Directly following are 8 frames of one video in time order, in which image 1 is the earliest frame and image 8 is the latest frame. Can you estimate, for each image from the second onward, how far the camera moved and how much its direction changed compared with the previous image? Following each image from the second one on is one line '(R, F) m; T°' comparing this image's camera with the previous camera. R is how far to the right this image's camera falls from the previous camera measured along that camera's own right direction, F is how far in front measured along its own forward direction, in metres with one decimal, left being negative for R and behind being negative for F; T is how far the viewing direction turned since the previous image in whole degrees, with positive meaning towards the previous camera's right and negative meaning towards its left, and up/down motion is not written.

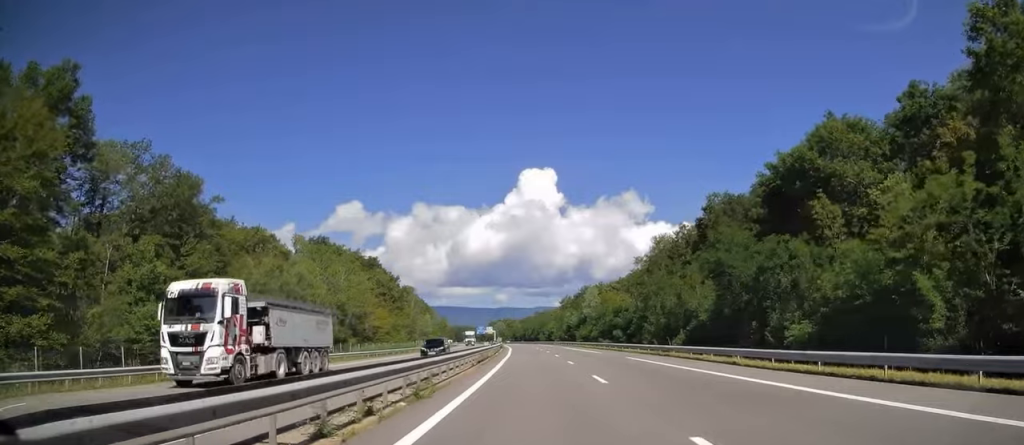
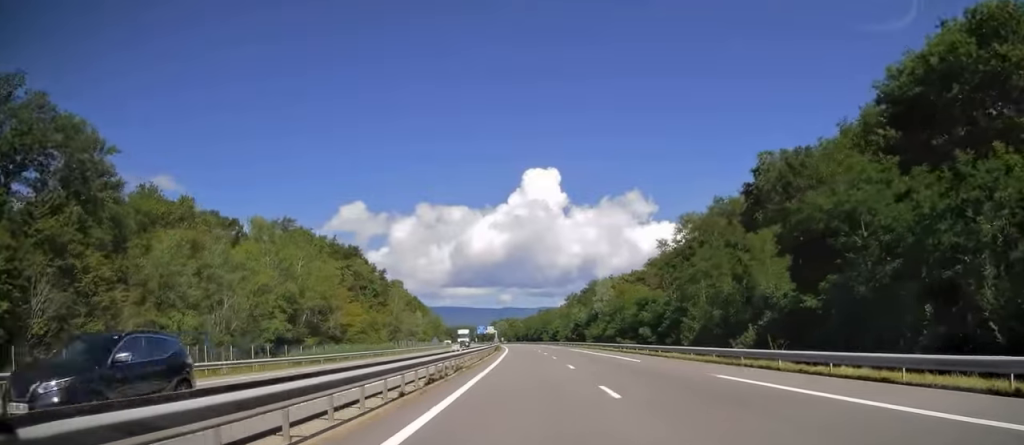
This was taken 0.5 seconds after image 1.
(-0.2, +17.1) m; 0°
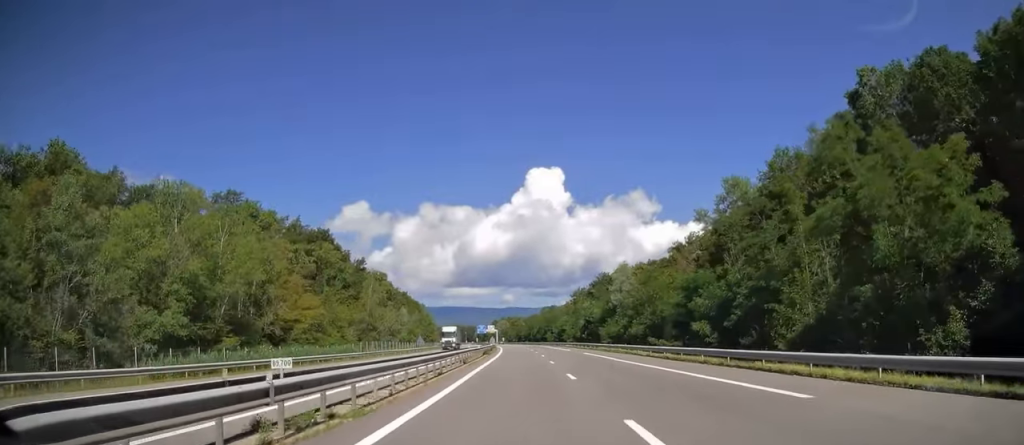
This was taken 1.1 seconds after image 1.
(+0.1, +19.3) m; 0°
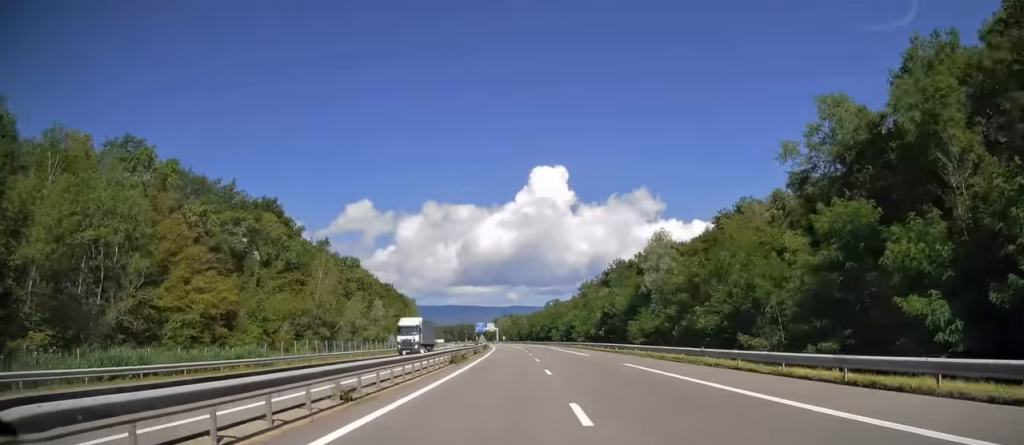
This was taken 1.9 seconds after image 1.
(+0.1, +23.1) m; -1°
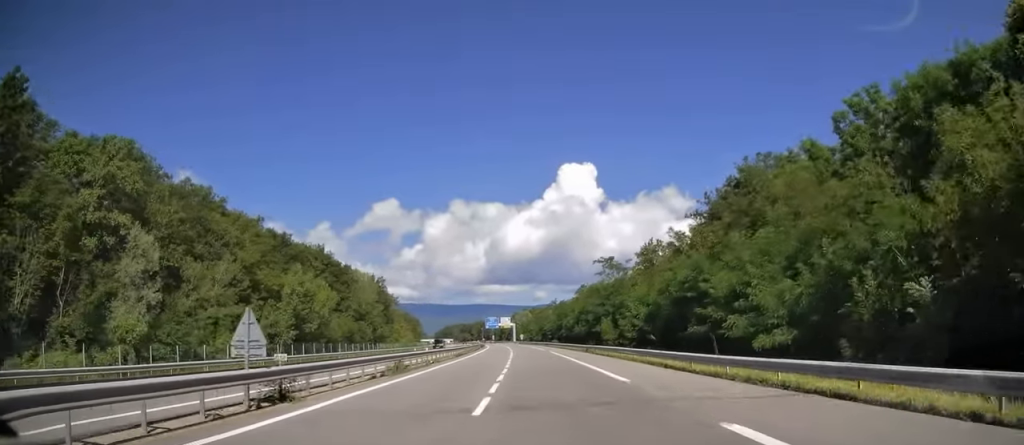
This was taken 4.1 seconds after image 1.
(-1.1, +71.4) m; -2°
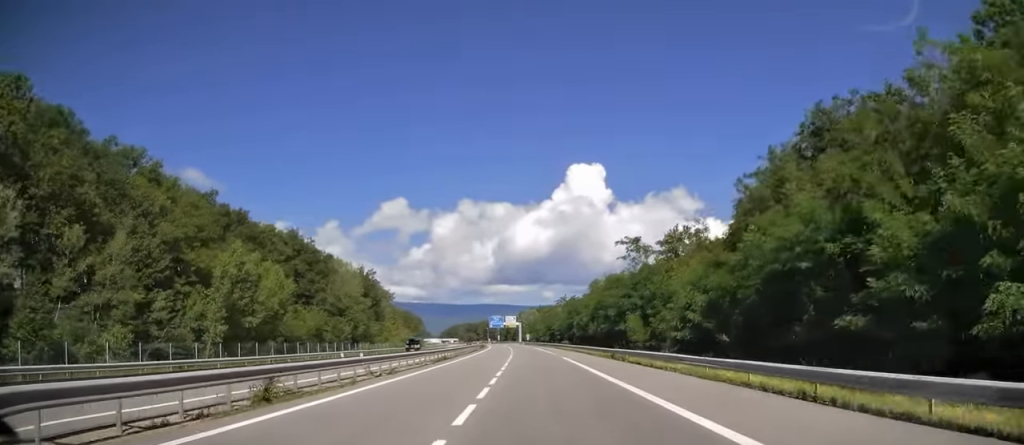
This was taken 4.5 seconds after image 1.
(0.0, +14.5) m; -1°
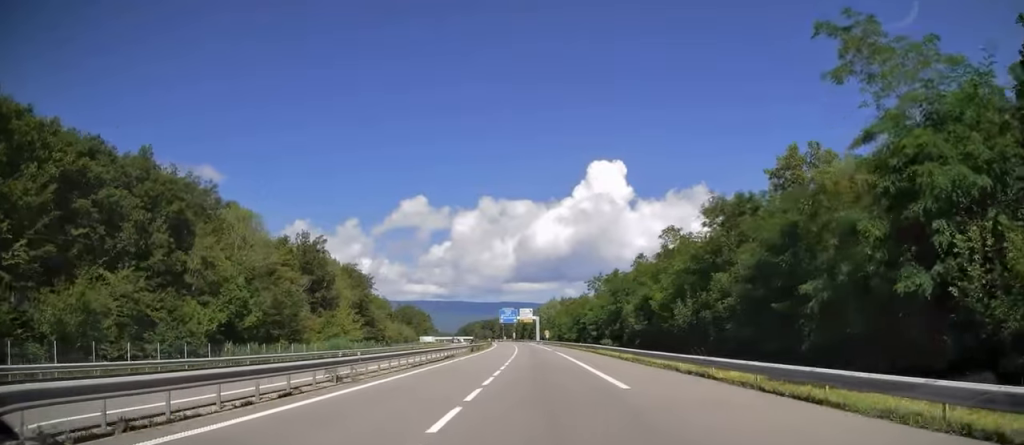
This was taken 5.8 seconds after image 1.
(-1.1, +40.2) m; -2°
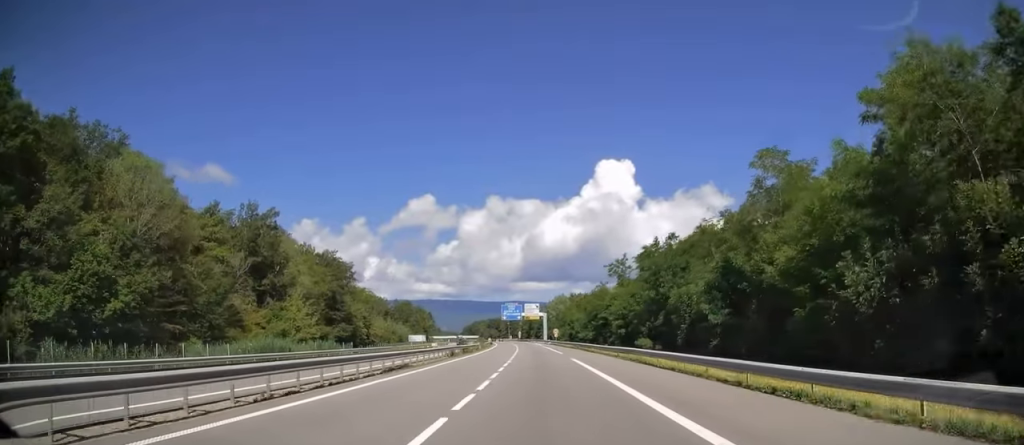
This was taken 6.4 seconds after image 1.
(-0.1, +19.3) m; 0°
